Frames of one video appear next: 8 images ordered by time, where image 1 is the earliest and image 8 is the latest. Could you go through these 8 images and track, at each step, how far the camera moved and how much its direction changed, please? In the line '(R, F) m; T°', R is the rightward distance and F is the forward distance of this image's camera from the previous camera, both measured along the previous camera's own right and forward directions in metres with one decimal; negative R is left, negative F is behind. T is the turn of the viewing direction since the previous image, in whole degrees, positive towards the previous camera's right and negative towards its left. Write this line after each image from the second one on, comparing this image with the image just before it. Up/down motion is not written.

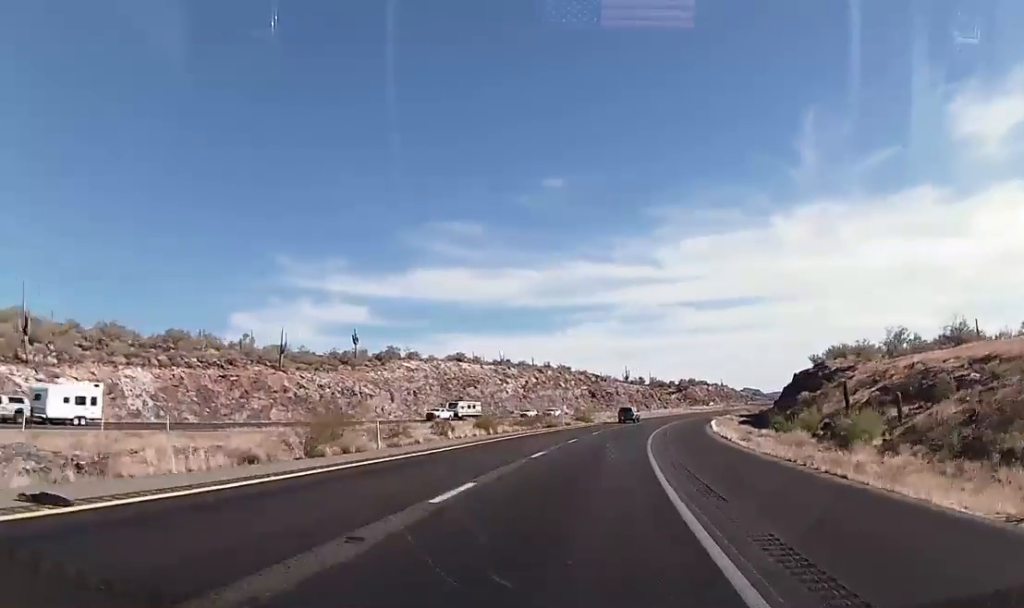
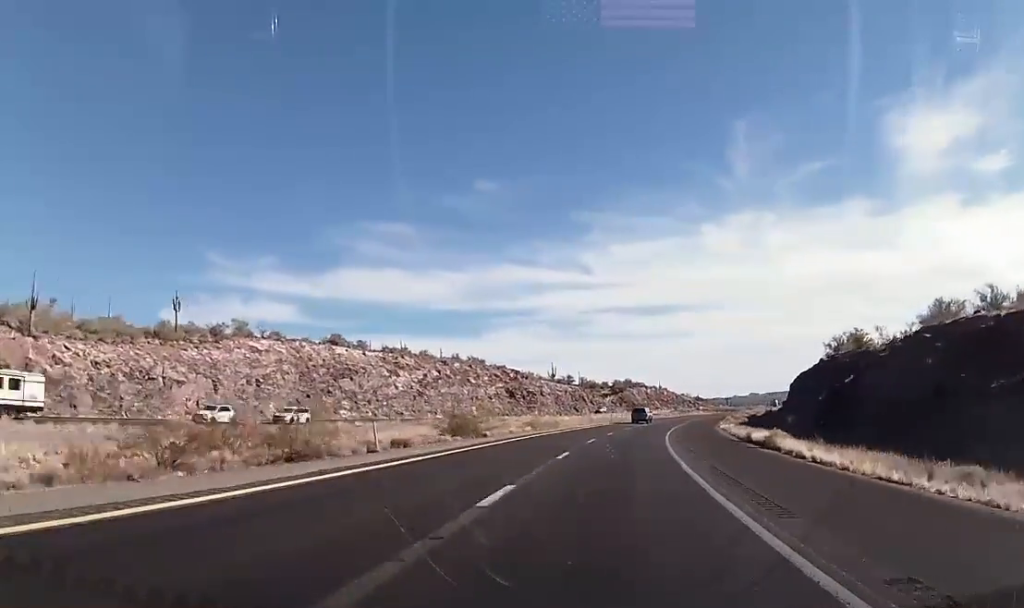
(+2.1, +47.4) m; +5°
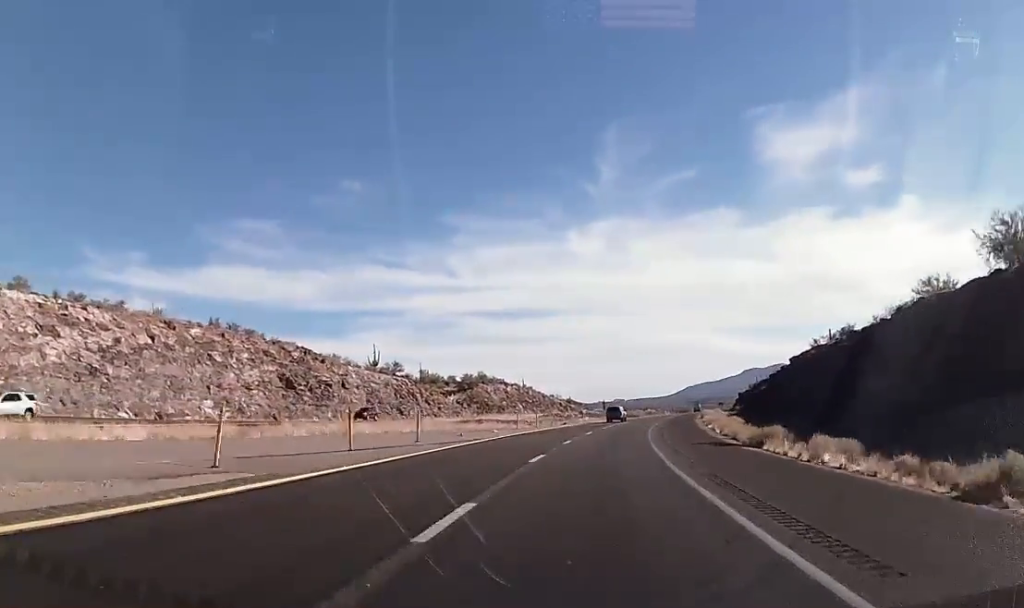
(+6.1, +74.3) m; +9°
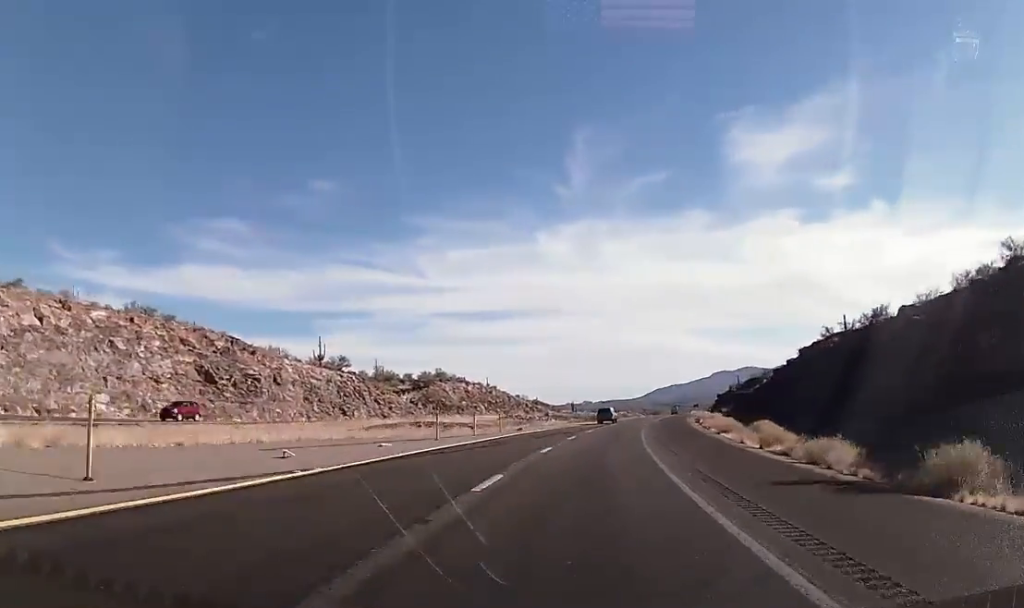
(0.0, +18.4) m; +2°
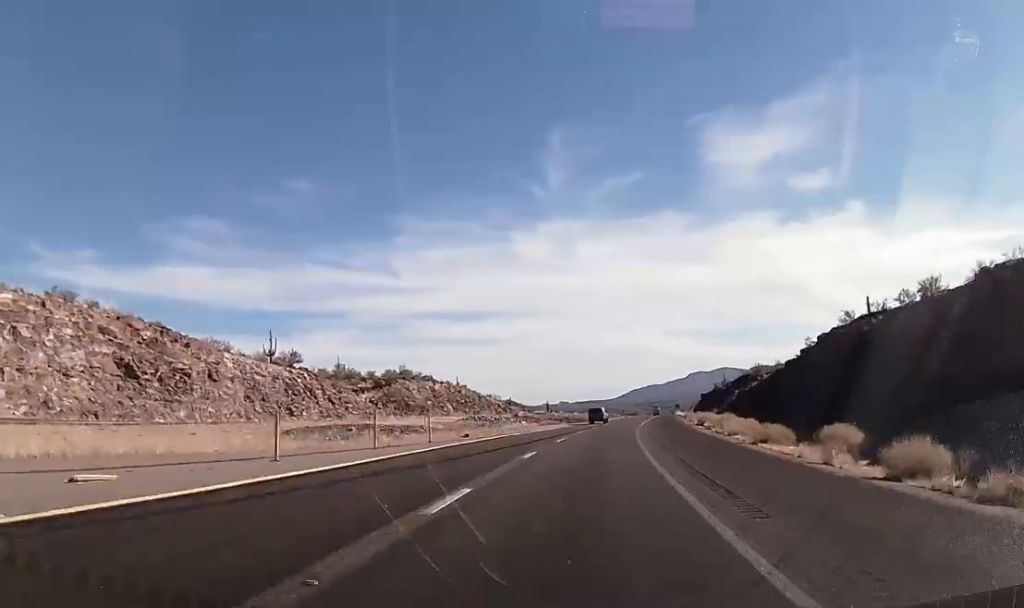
(+0.4, +15.1) m; +2°
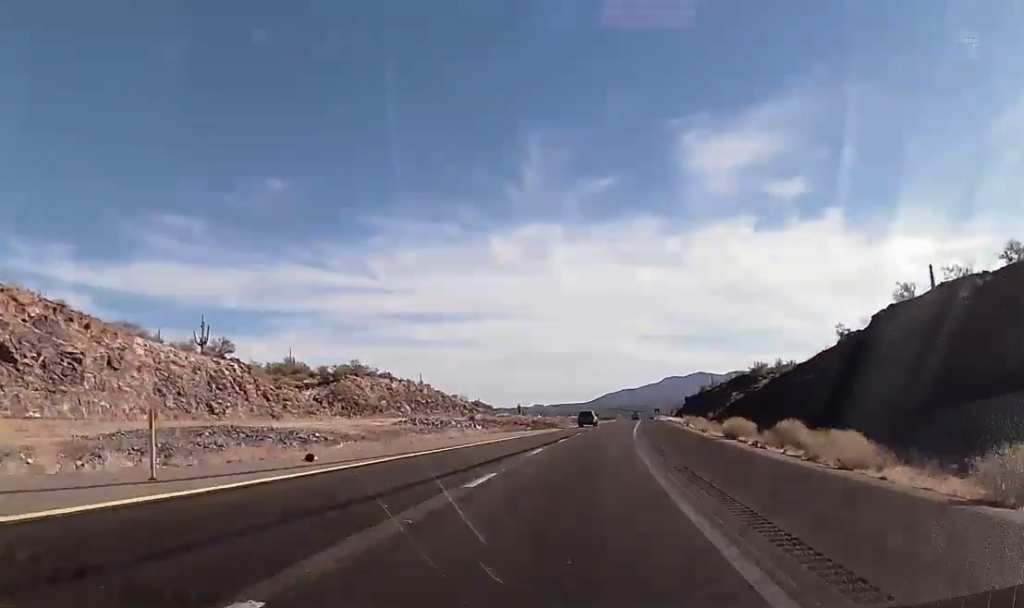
(+0.4, +19.8) m; +3°
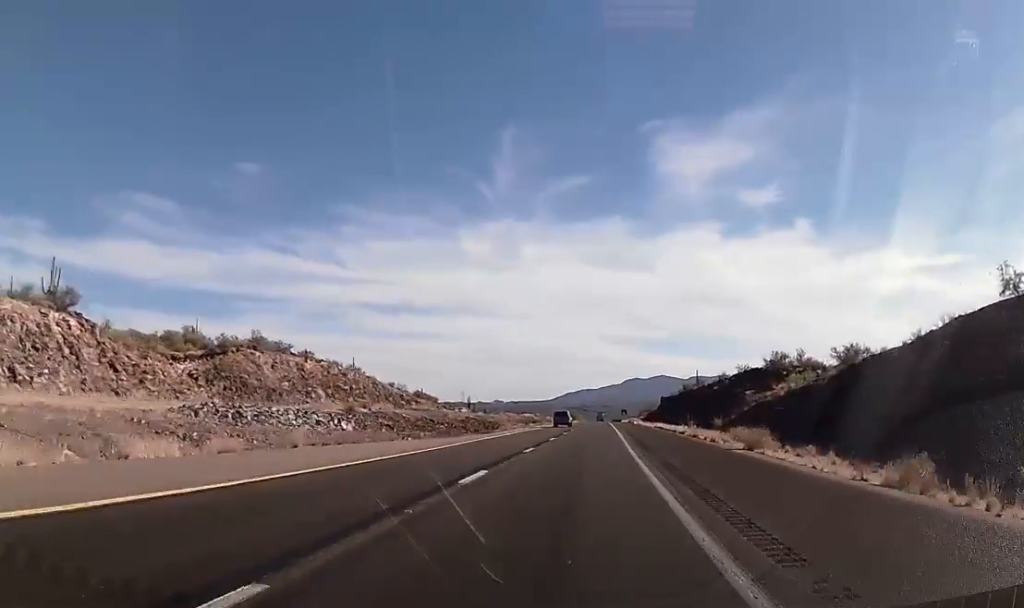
(+1.5, +35.4) m; +4°
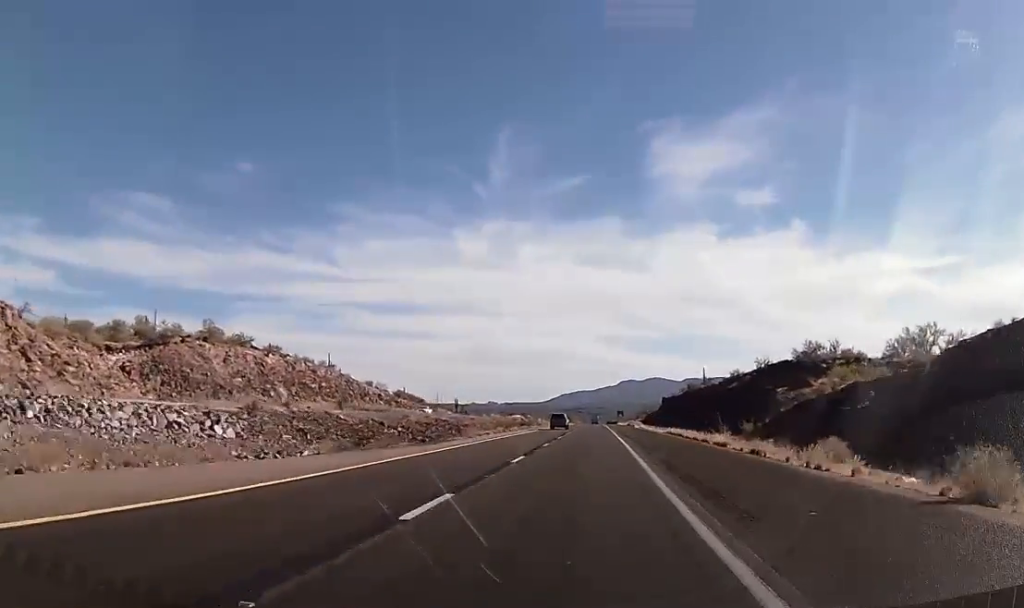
(+0.4, +16.7) m; +1°
